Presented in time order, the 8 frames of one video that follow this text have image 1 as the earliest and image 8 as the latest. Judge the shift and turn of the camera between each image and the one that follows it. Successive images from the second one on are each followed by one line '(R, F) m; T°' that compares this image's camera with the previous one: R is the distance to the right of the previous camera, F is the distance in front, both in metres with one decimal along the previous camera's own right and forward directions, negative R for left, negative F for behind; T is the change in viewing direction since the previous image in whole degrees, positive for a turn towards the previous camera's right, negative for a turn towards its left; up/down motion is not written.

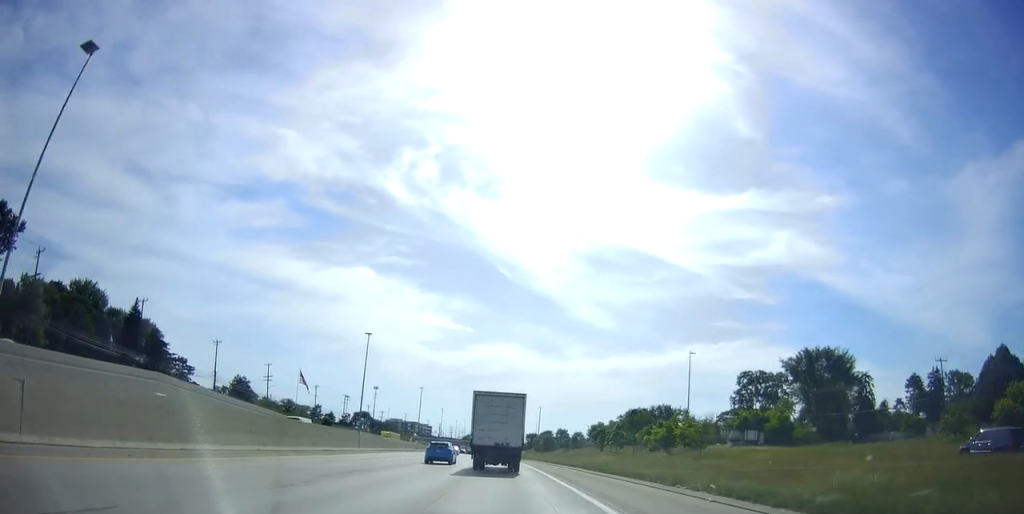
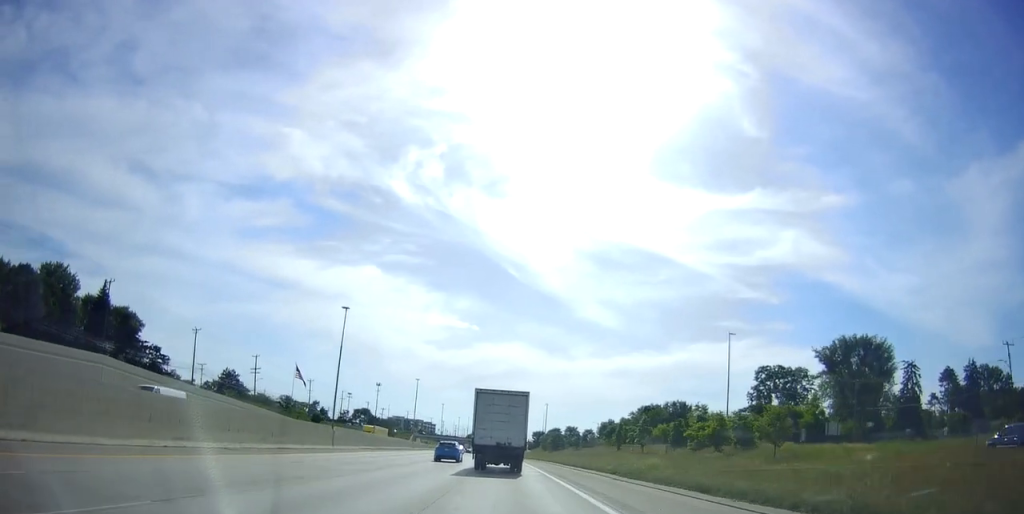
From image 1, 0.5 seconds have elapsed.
(-0.1, +12.7) m; -1°
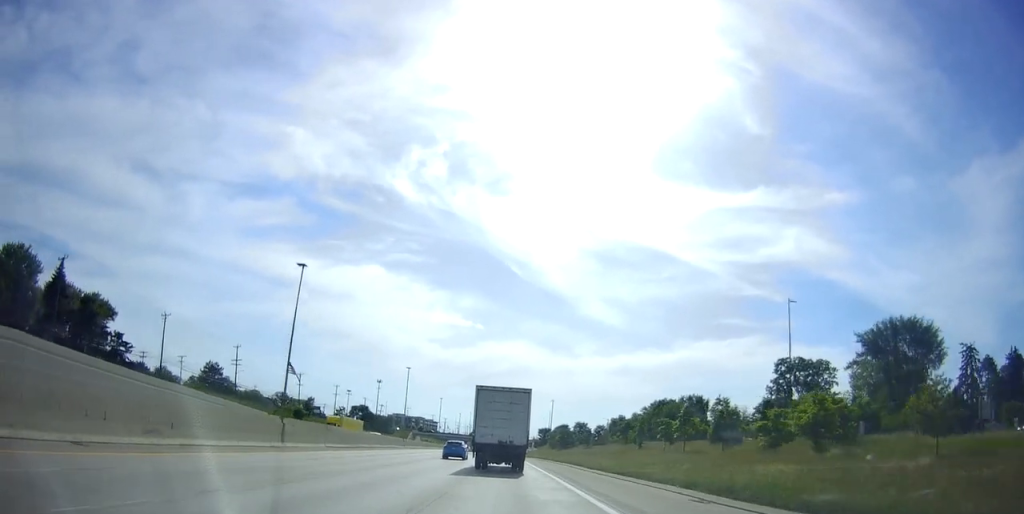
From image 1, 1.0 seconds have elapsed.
(+0.1, +14.3) m; -1°
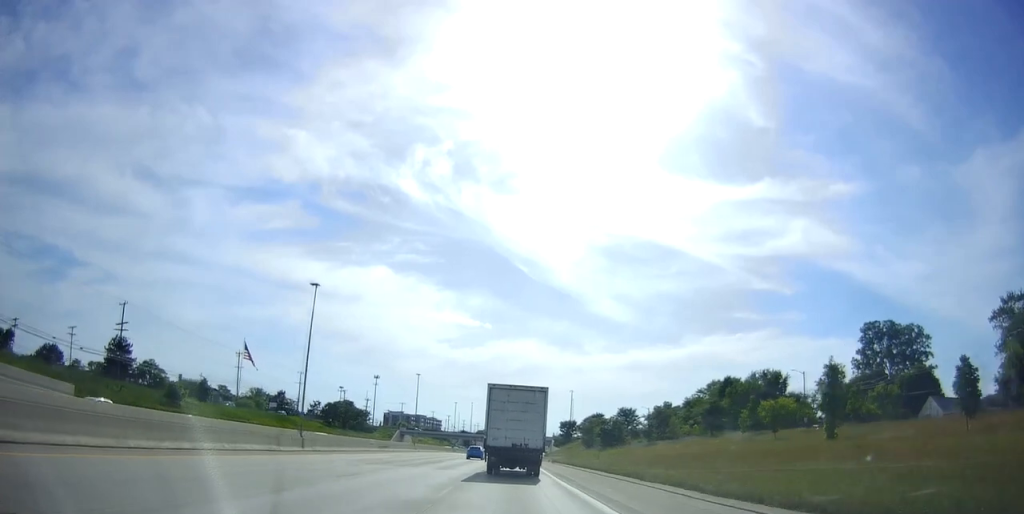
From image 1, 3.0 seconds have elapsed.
(-1.3, +51.7) m; -2°
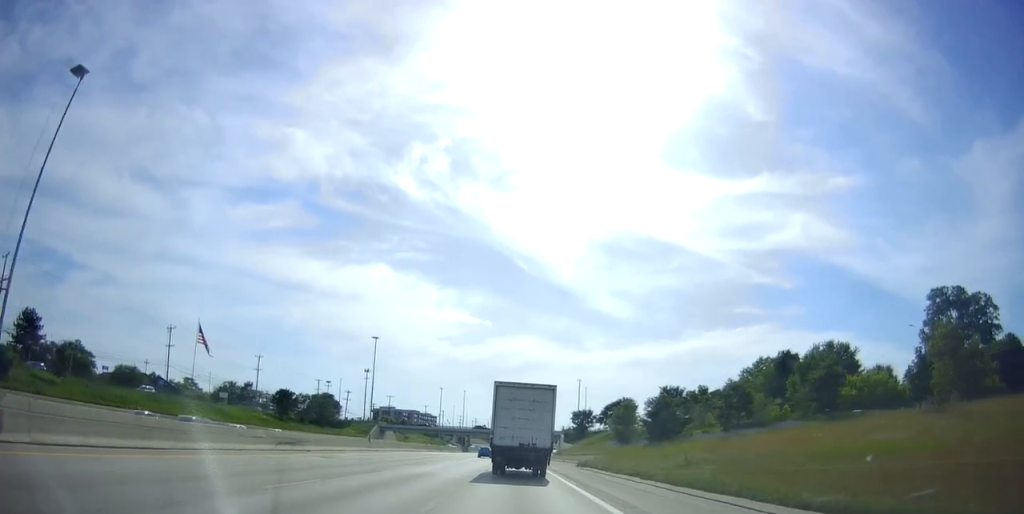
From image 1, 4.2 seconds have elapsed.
(-0.2, +32.4) m; 0°
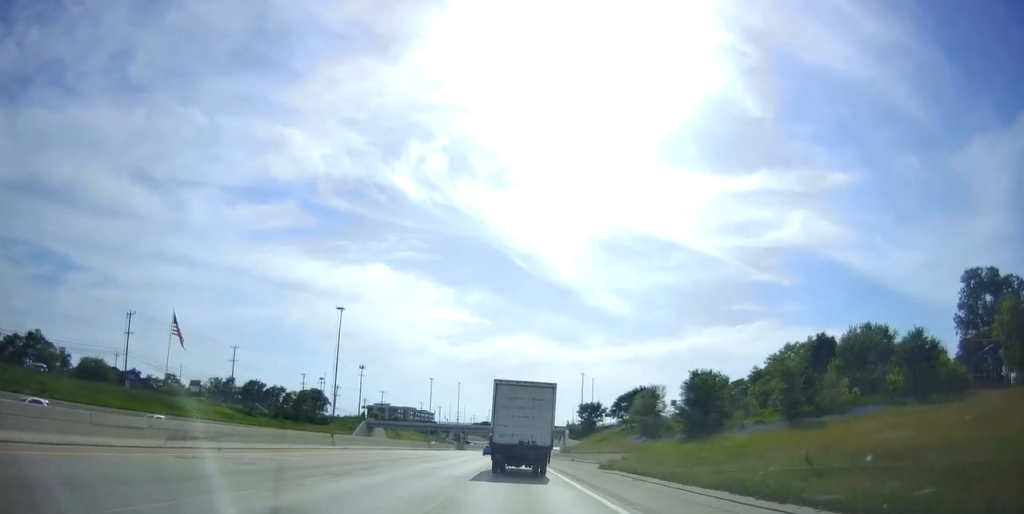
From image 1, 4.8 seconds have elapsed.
(+0.1, +14.4) m; 0°
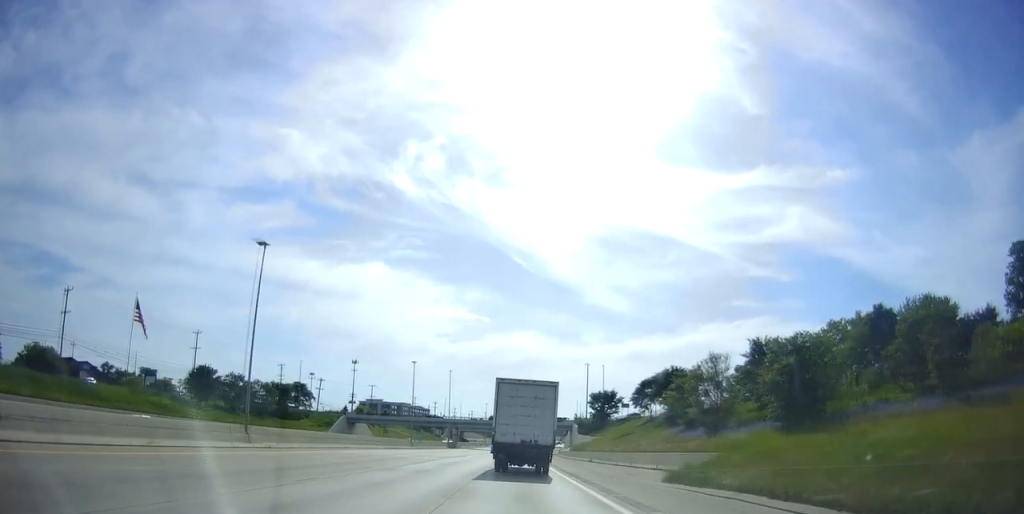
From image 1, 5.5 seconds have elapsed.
(+0.1, +18.5) m; 0°
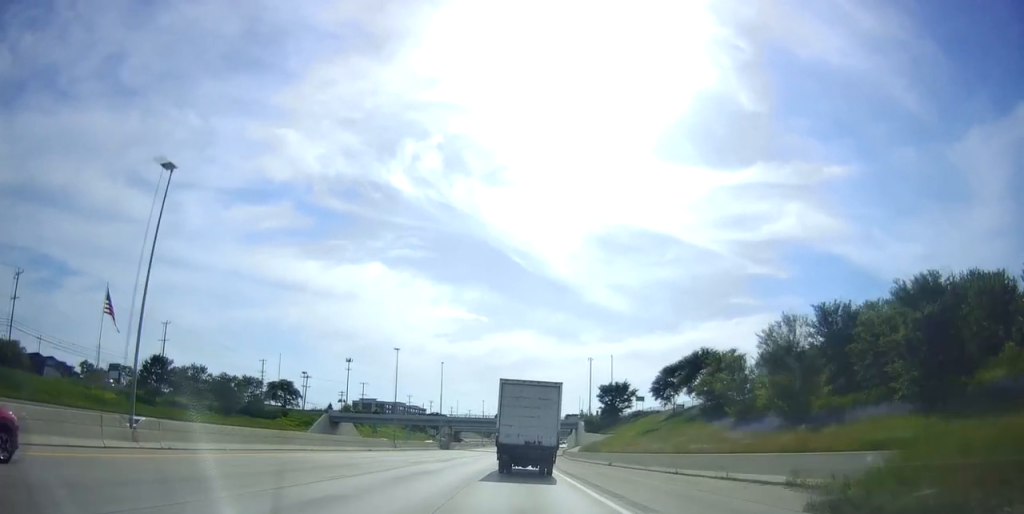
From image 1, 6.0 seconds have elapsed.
(-0.1, +12.6) m; 0°
